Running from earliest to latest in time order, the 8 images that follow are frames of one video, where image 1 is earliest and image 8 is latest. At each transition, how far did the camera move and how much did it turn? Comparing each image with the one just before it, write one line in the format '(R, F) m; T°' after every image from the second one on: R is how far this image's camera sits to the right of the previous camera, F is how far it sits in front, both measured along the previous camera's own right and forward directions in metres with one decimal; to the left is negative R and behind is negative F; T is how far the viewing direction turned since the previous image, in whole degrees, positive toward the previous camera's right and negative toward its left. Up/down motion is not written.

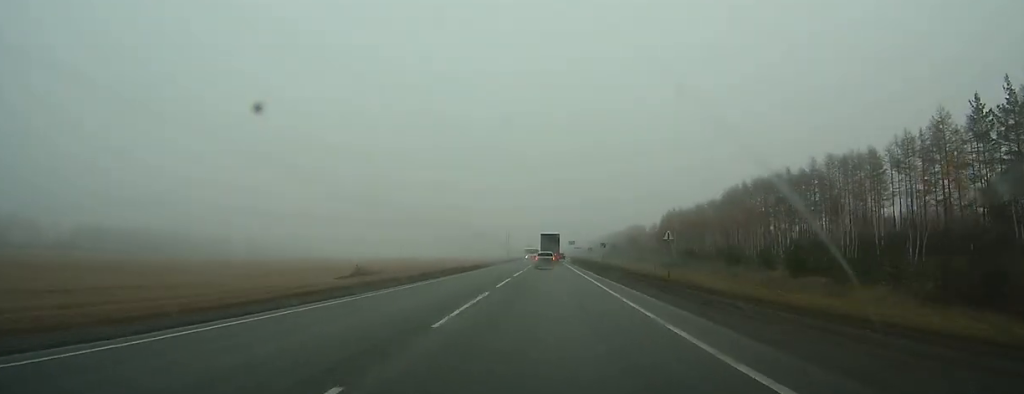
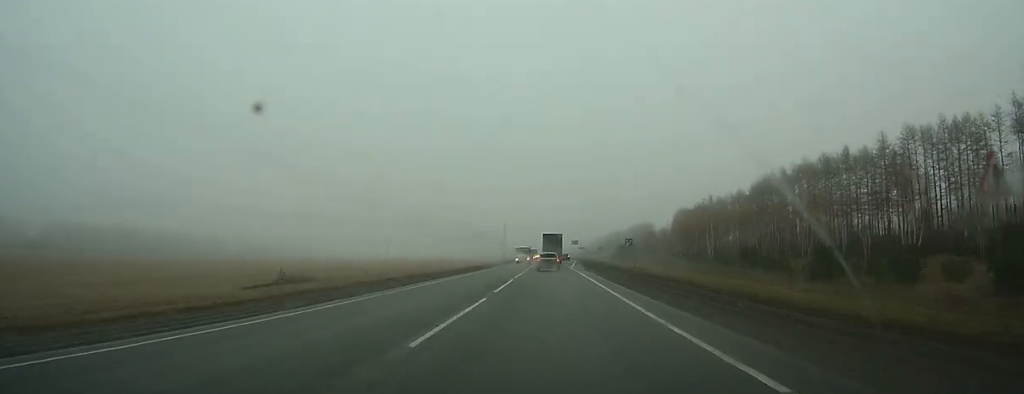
(0.0, +26.3) m; 0°
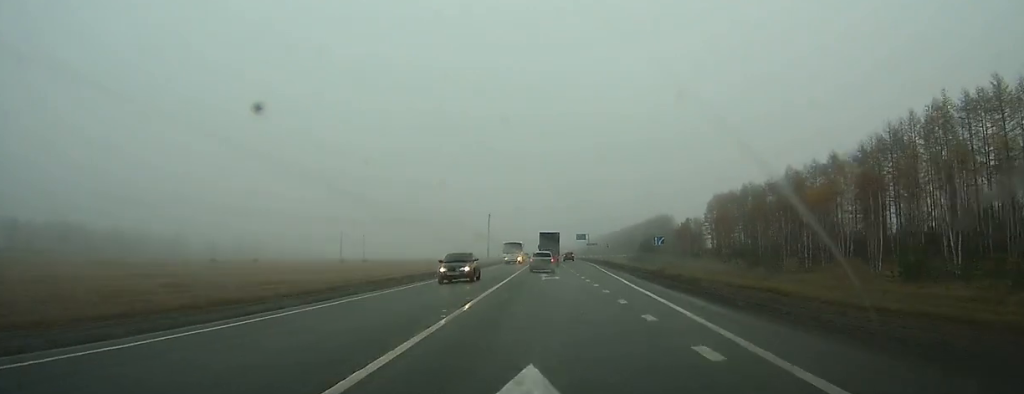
(0.0, +58.1) m; 0°
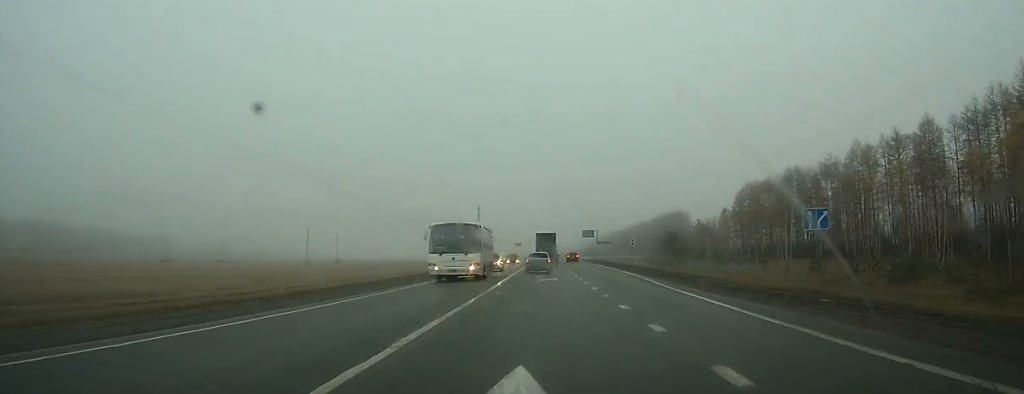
(-0.1, +31.7) m; 0°
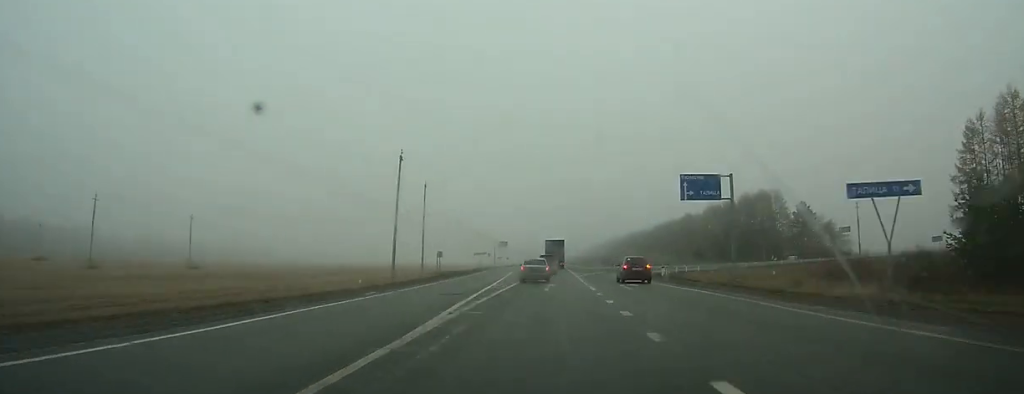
(+0.1, +96.2) m; 0°
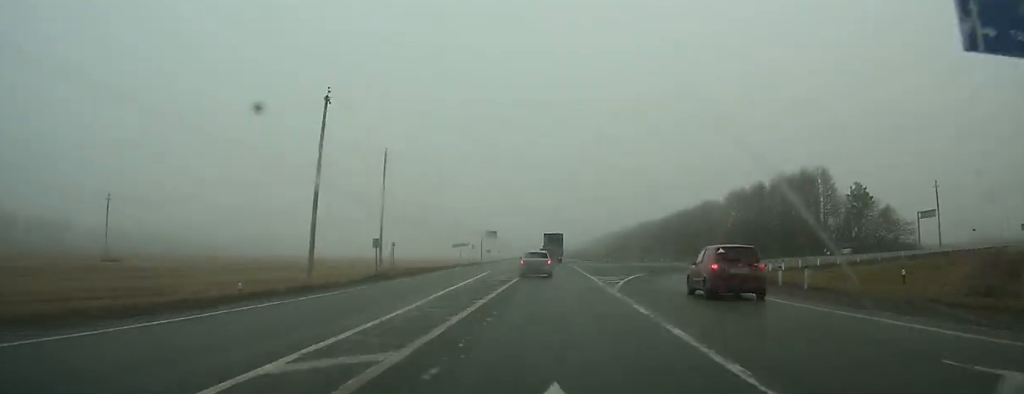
(0.0, +24.9) m; 0°
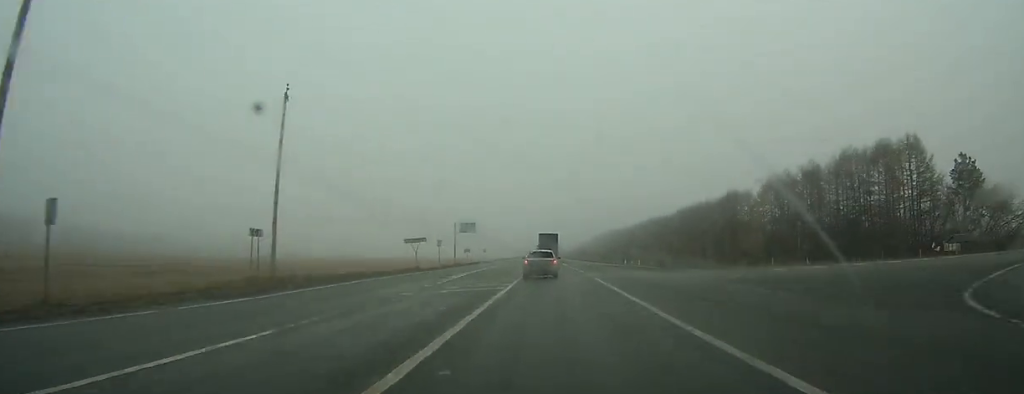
(0.0, +30.7) m; 0°
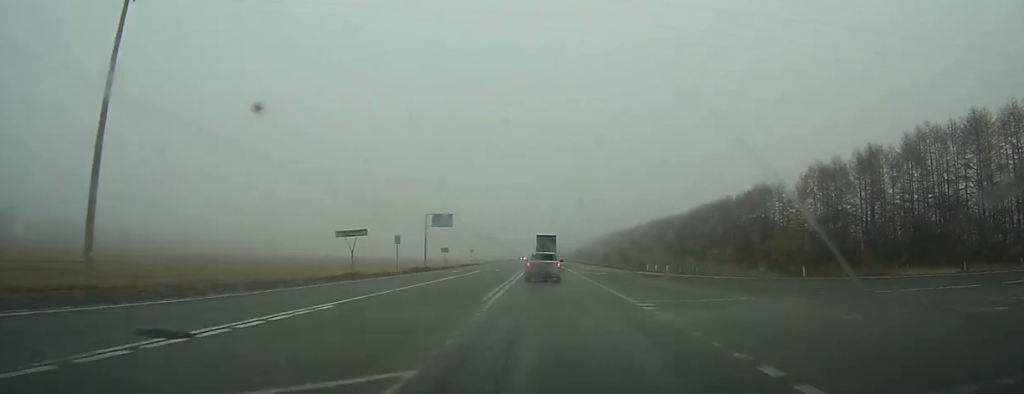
(-0.1, +21.8) m; 0°
